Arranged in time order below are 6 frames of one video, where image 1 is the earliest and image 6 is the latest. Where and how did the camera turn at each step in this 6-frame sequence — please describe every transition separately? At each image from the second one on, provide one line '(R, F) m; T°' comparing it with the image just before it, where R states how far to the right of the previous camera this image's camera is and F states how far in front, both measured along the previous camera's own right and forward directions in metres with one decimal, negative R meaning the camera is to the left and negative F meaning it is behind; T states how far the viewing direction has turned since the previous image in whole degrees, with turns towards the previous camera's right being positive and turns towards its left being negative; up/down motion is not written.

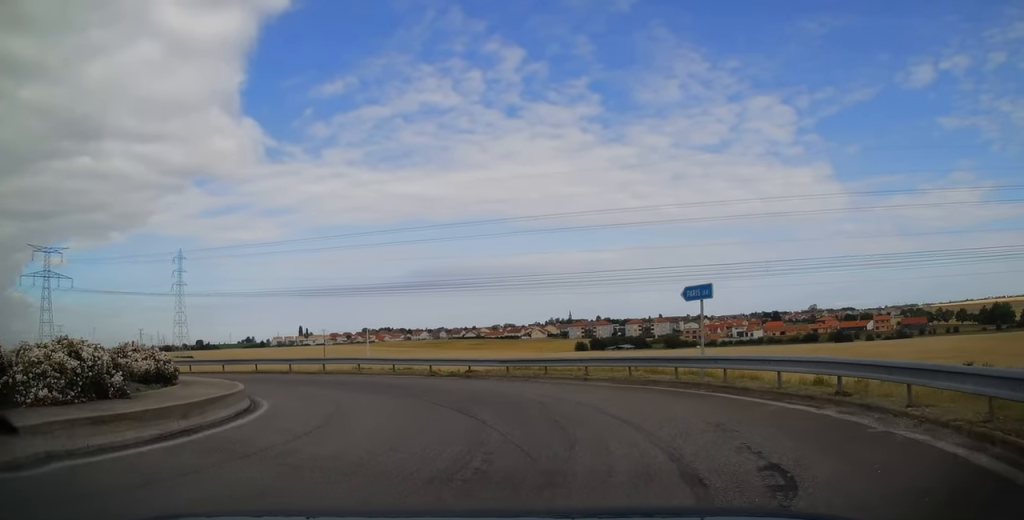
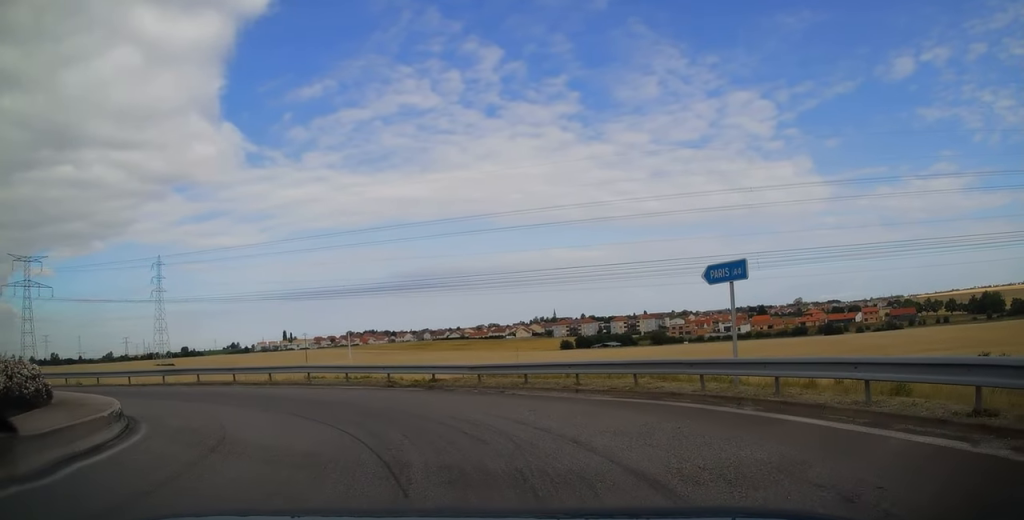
(+0.2, +3.8) m; +1°
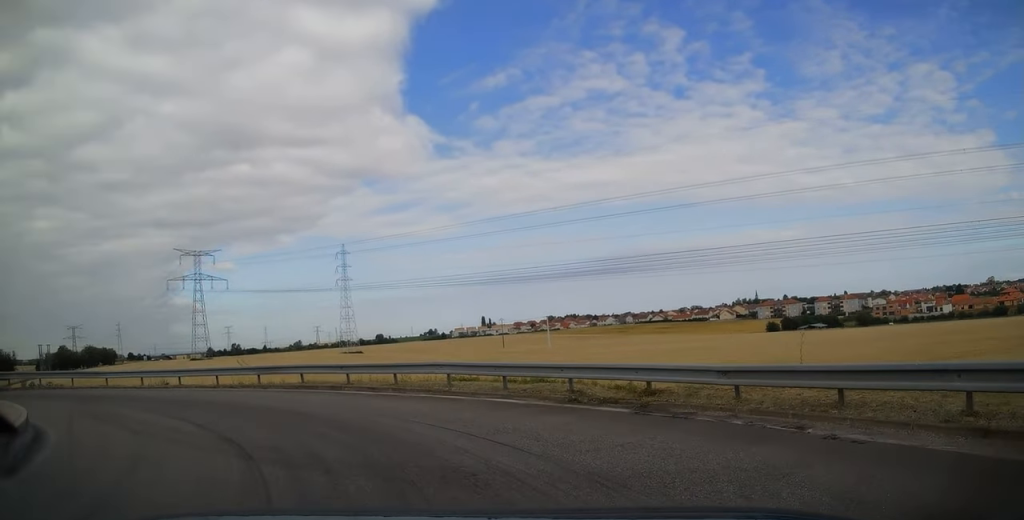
(-0.6, +7.6) m; -17°
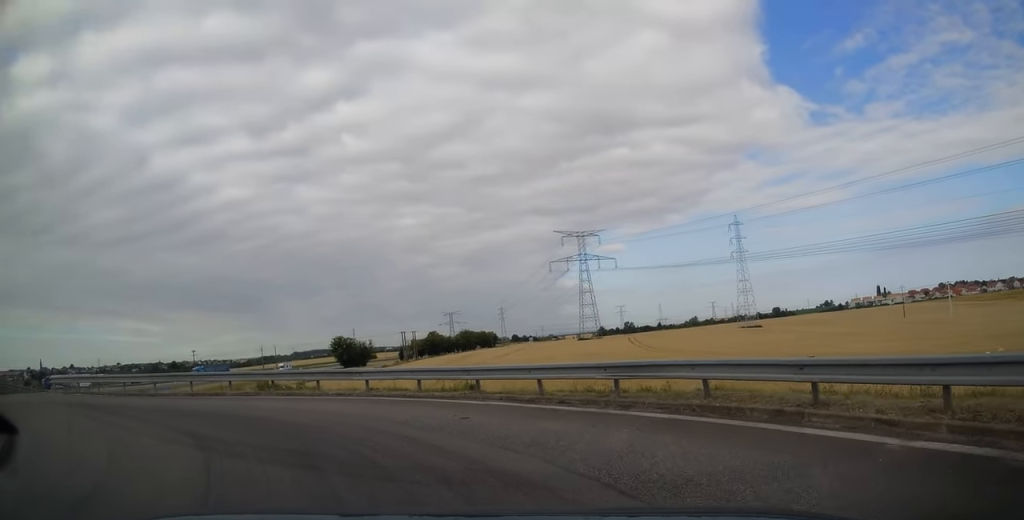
(-2.3, +9.5) m; -36°
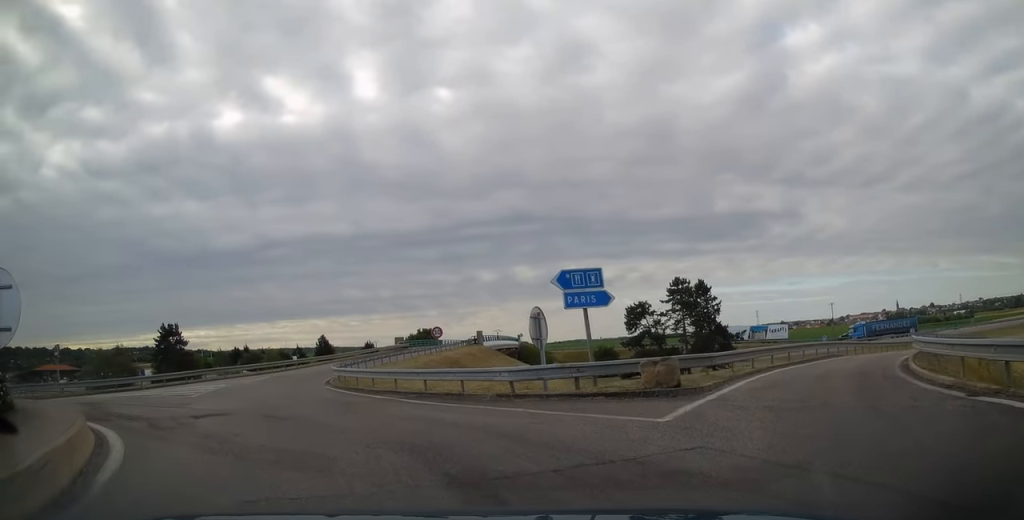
(-13.8, +11.3) m; -92°
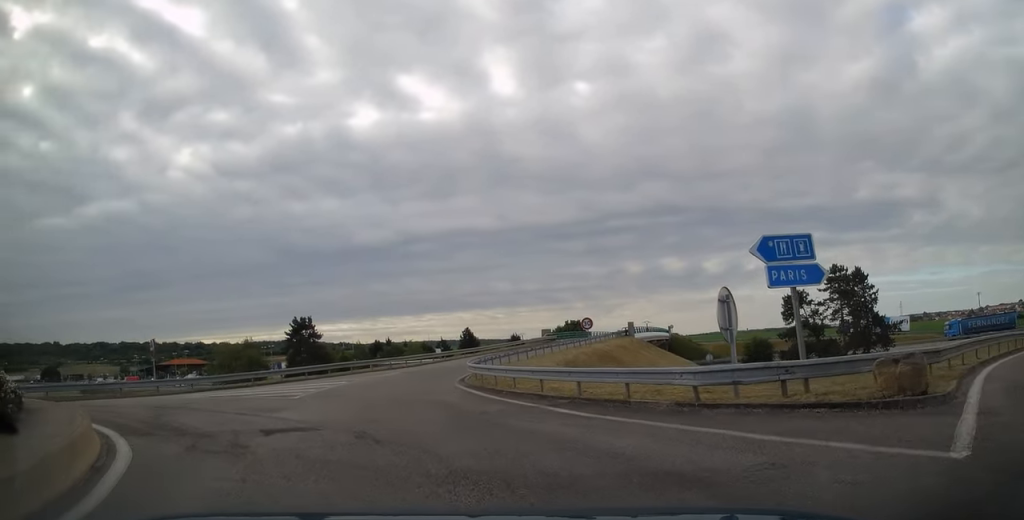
(-0.7, +3.5) m; -9°
